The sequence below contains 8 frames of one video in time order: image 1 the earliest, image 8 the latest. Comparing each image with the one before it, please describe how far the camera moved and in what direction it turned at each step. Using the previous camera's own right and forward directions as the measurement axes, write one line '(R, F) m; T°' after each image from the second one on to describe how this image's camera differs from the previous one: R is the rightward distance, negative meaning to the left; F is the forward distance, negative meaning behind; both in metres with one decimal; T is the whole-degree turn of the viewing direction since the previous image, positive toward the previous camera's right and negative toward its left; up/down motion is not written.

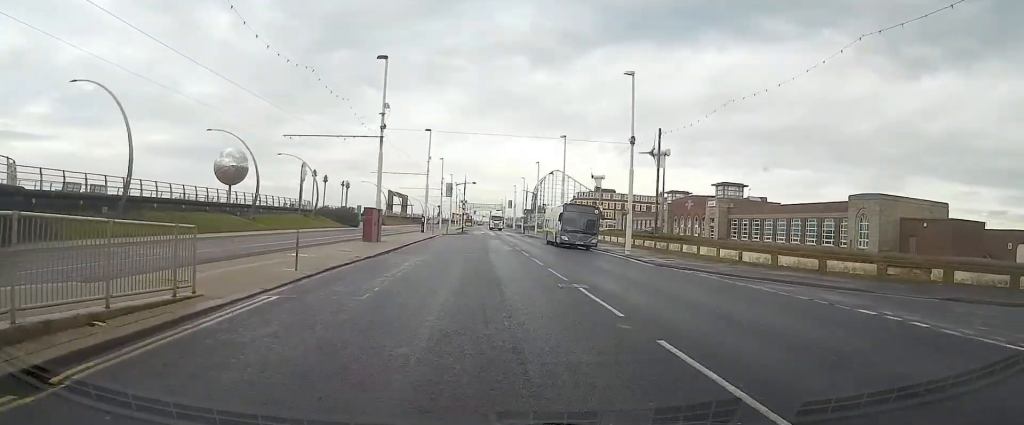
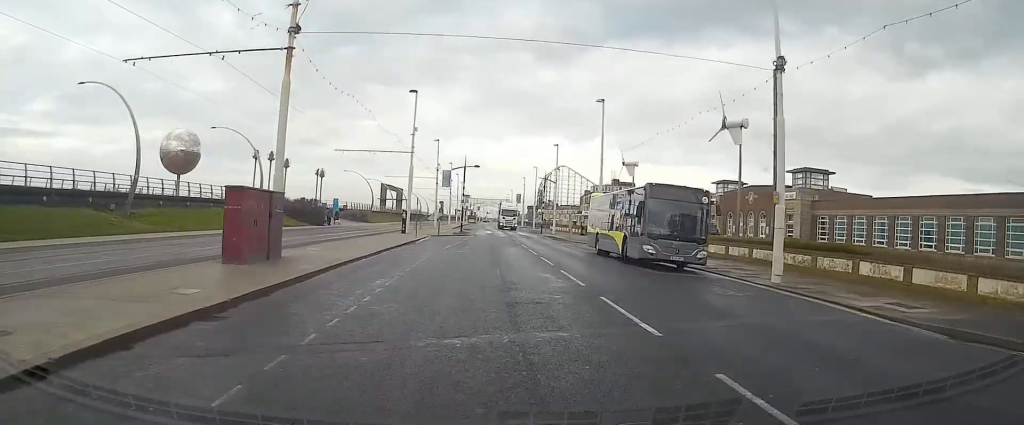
(-0.1, +19.6) m; 0°
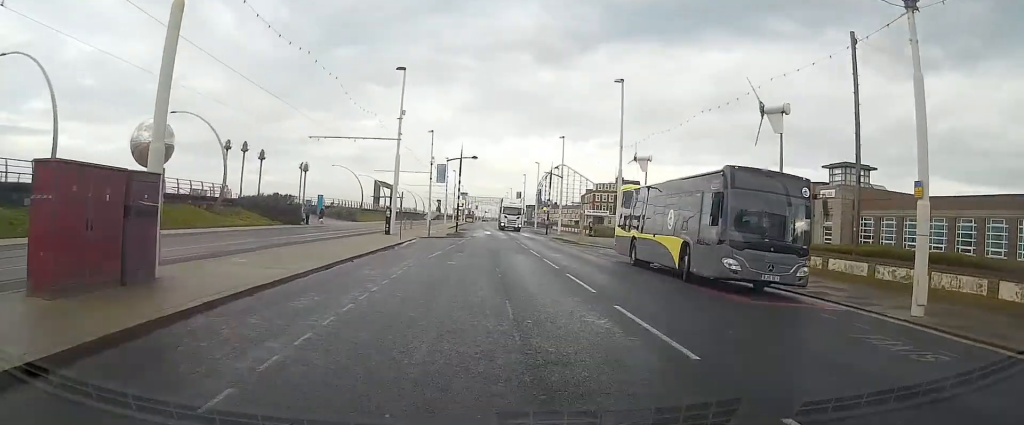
(+0.1, +7.4) m; 0°
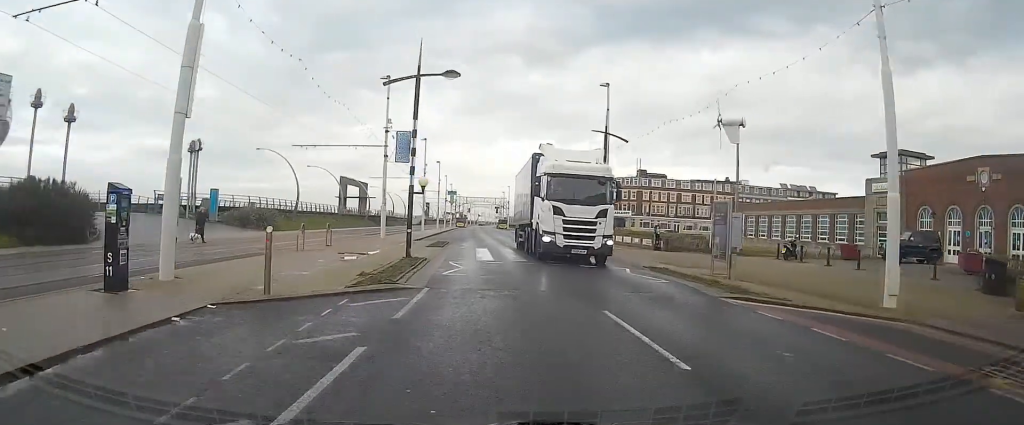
(+0.3, +29.8) m; 0°
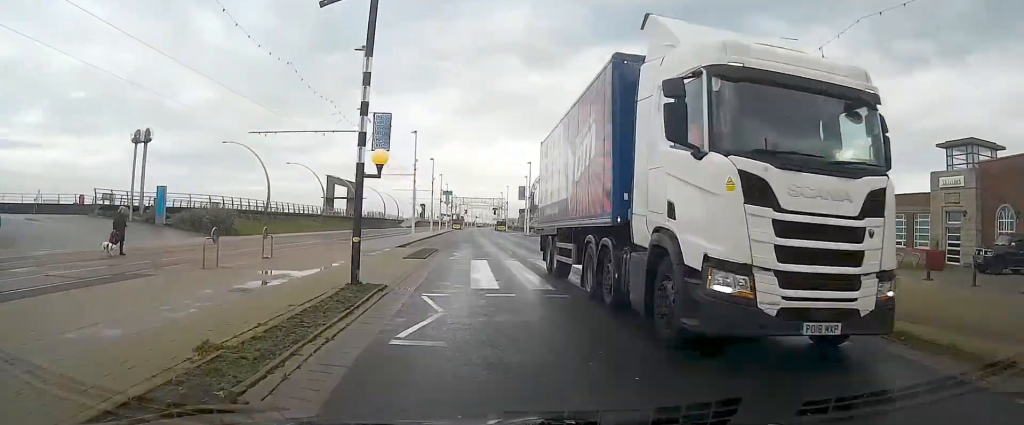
(-0.1, +8.2) m; 0°
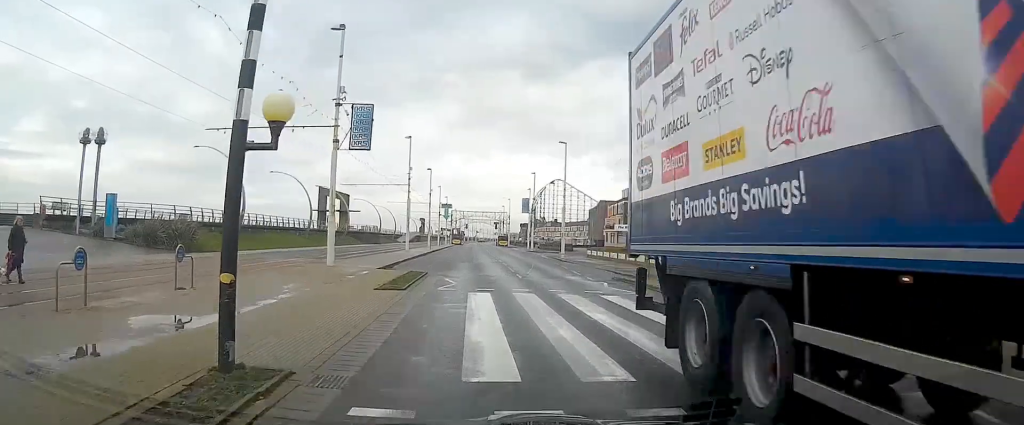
(0.0, +6.4) m; 0°
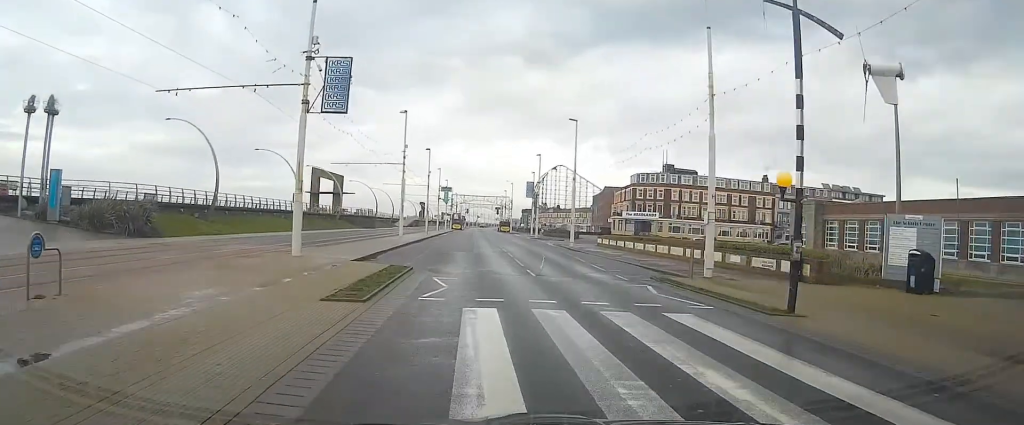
(0.0, +5.6) m; 0°
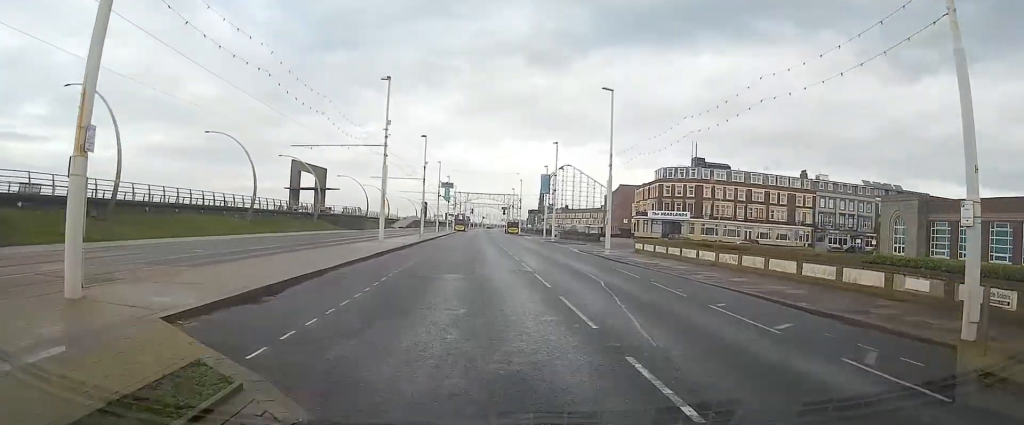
(-0.2, +14.1) m; -2°
